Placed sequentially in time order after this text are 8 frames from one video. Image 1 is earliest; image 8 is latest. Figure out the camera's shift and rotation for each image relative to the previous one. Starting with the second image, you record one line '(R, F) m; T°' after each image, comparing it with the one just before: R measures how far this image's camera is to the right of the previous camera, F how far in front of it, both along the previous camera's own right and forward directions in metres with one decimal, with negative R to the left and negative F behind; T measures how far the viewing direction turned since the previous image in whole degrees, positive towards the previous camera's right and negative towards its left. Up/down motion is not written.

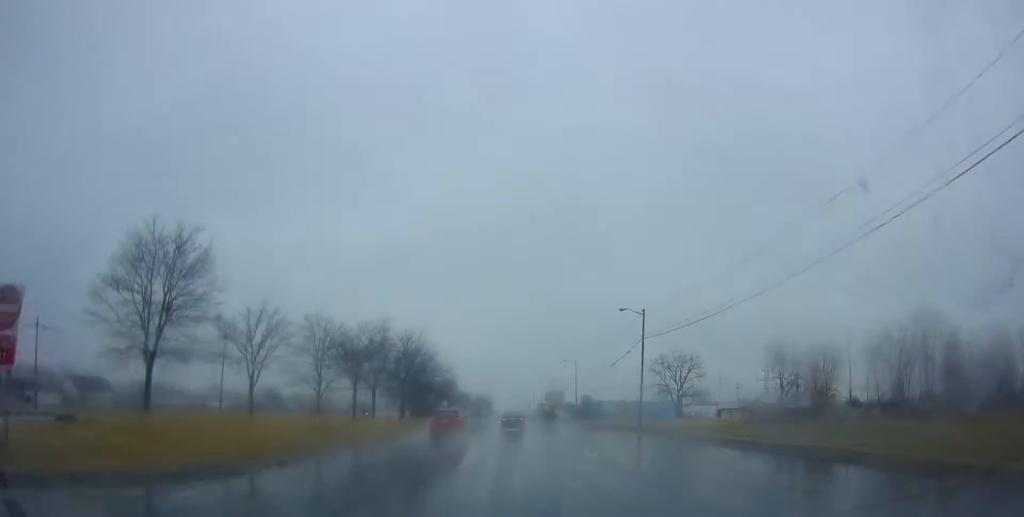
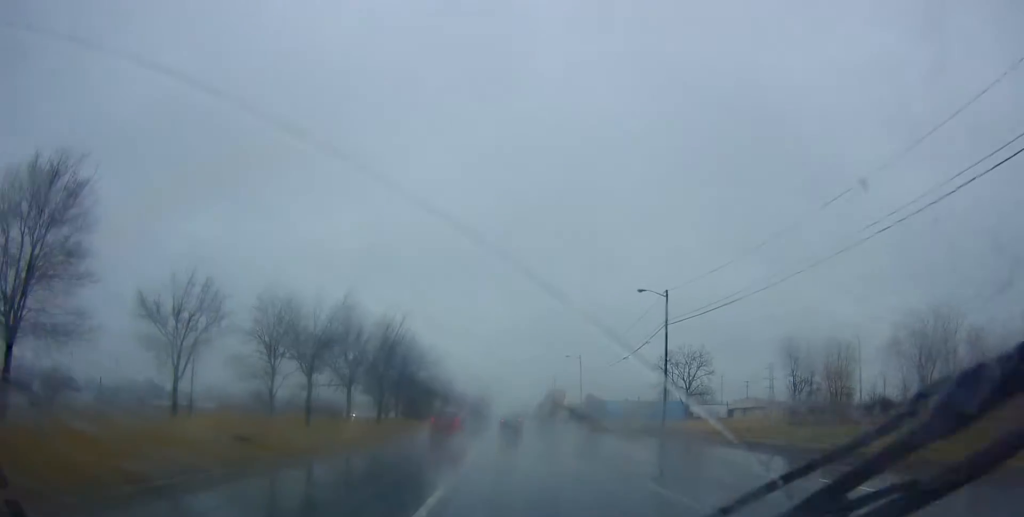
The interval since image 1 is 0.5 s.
(0.0, +9.2) m; 0°
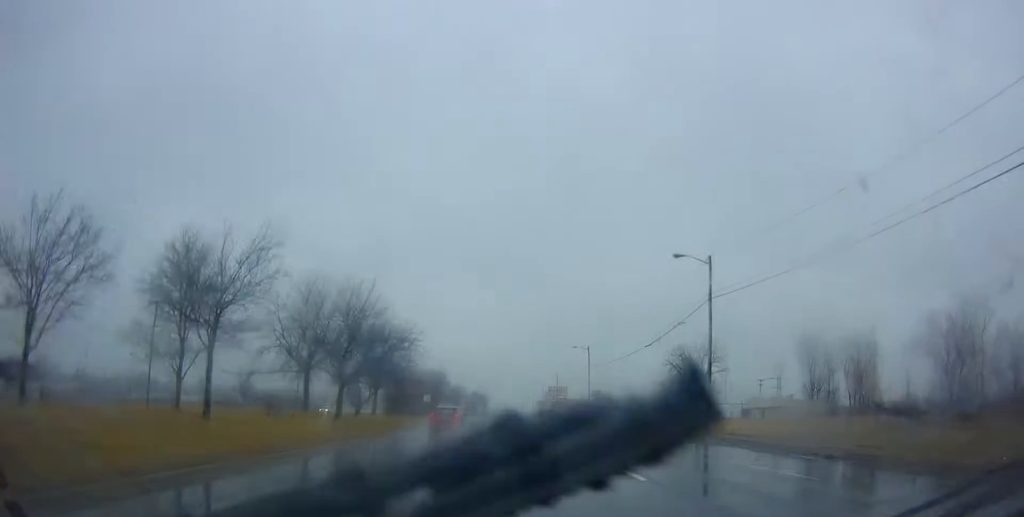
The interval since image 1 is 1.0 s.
(0.0, +11.1) m; 0°
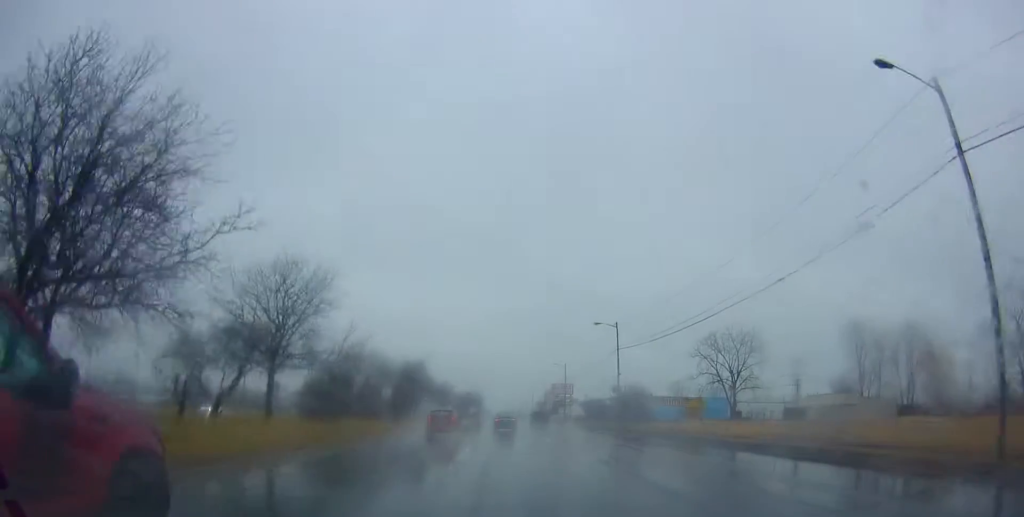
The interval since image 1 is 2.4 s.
(+0.1, +25.6) m; 0°
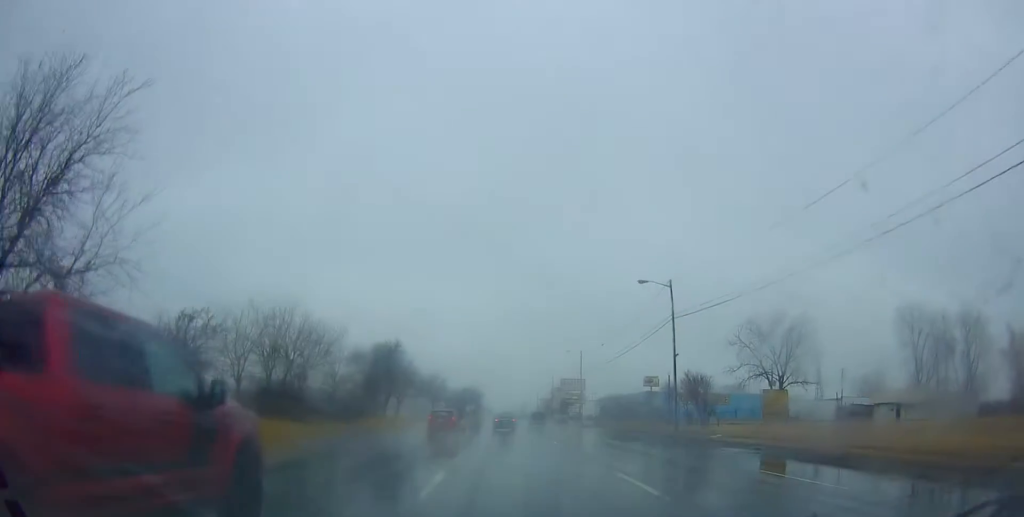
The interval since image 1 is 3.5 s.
(0.0, +21.6) m; 0°
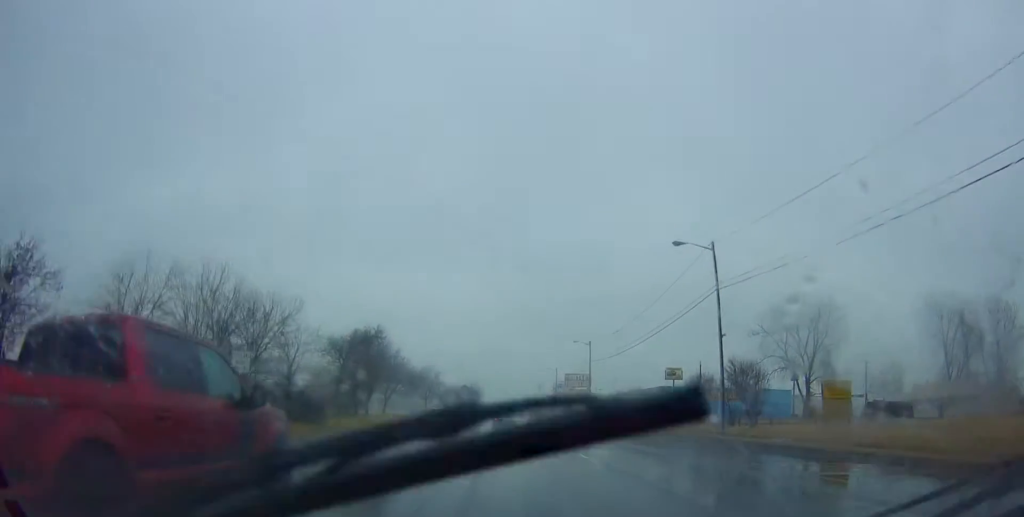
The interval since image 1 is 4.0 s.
(0.0, +10.1) m; 0°
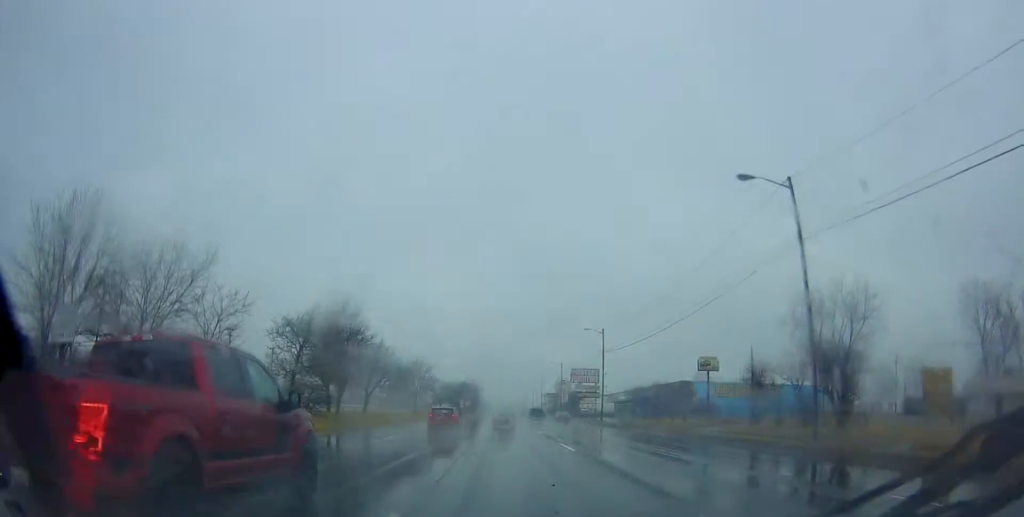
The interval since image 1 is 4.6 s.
(-0.1, +11.3) m; 0°
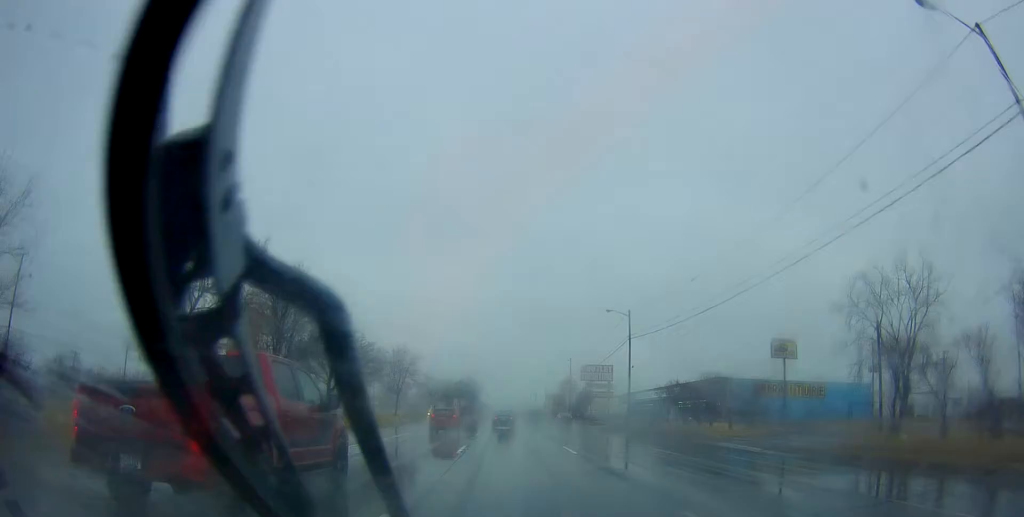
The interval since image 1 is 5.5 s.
(+0.1, +15.5) m; 0°
